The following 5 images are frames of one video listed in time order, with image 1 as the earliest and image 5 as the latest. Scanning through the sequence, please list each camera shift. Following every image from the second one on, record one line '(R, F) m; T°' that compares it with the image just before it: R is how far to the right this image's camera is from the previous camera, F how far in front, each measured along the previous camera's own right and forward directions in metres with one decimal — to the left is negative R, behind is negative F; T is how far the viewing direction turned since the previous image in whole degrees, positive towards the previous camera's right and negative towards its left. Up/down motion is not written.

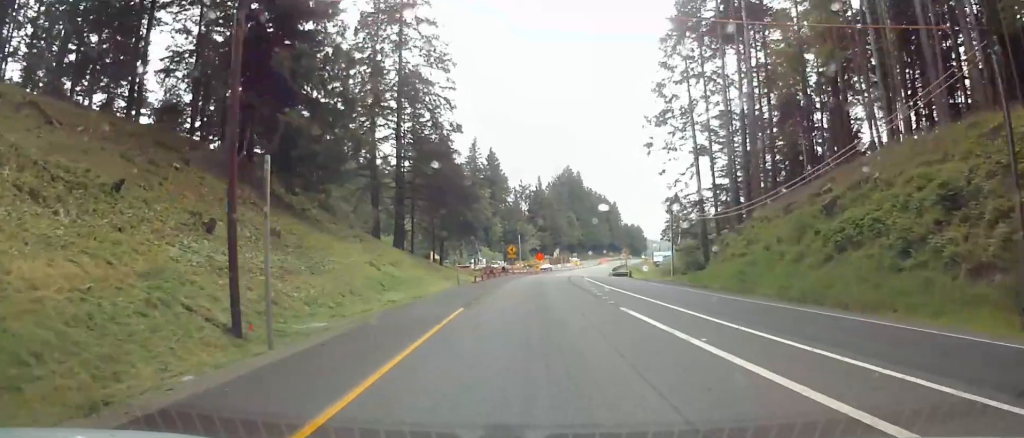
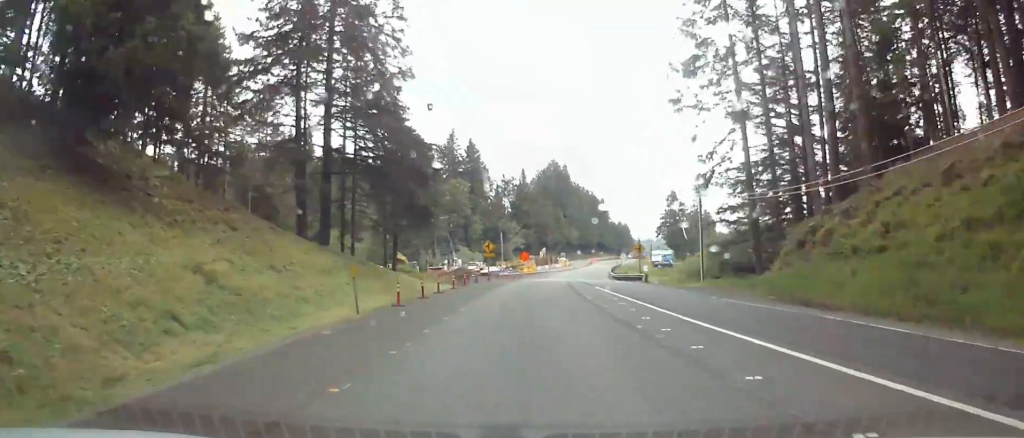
(-0.1, +23.7) m; 0°
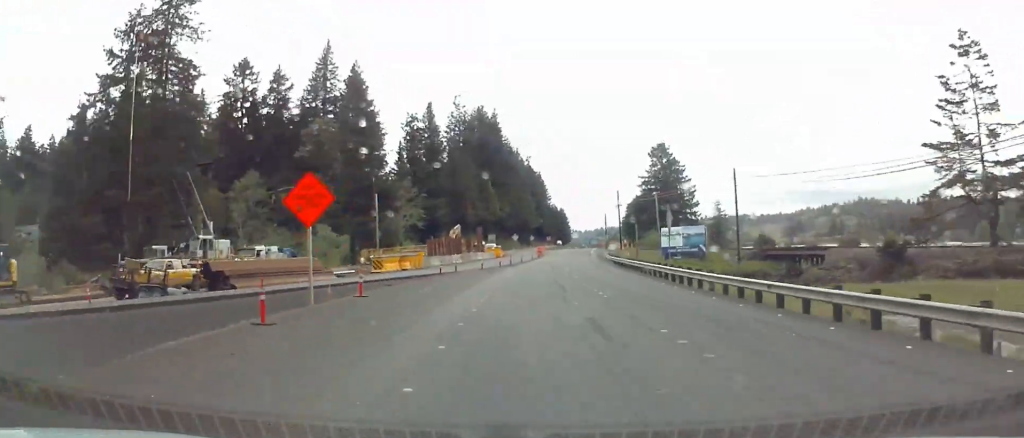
(+4.6, +94.5) m; +5°
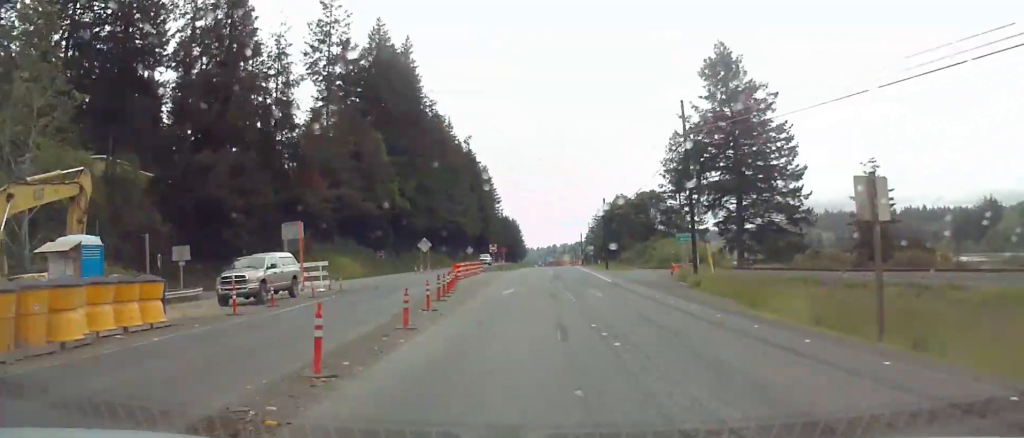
(+3.8, +86.7) m; +6°
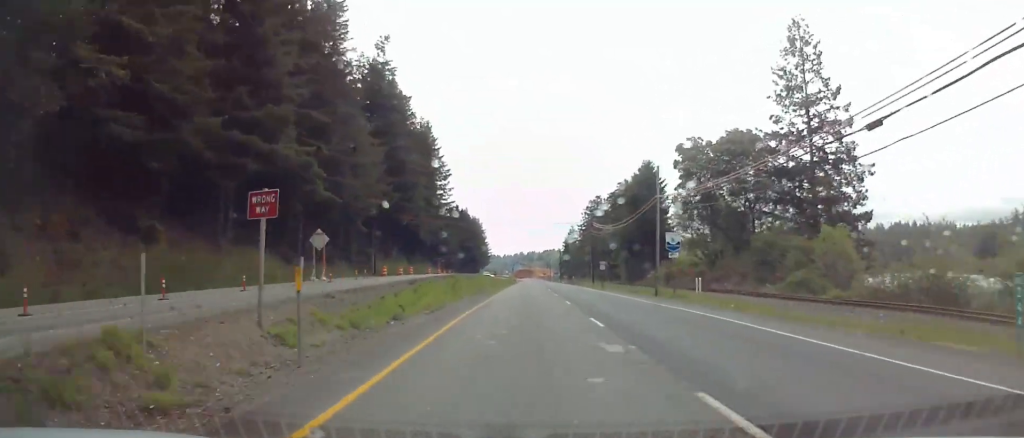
(+1.4, +92.7) m; +1°
